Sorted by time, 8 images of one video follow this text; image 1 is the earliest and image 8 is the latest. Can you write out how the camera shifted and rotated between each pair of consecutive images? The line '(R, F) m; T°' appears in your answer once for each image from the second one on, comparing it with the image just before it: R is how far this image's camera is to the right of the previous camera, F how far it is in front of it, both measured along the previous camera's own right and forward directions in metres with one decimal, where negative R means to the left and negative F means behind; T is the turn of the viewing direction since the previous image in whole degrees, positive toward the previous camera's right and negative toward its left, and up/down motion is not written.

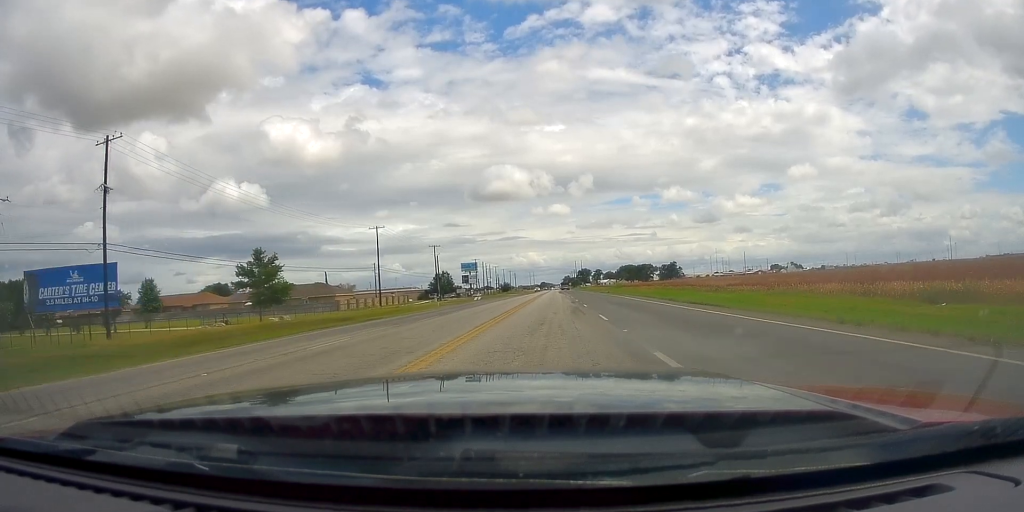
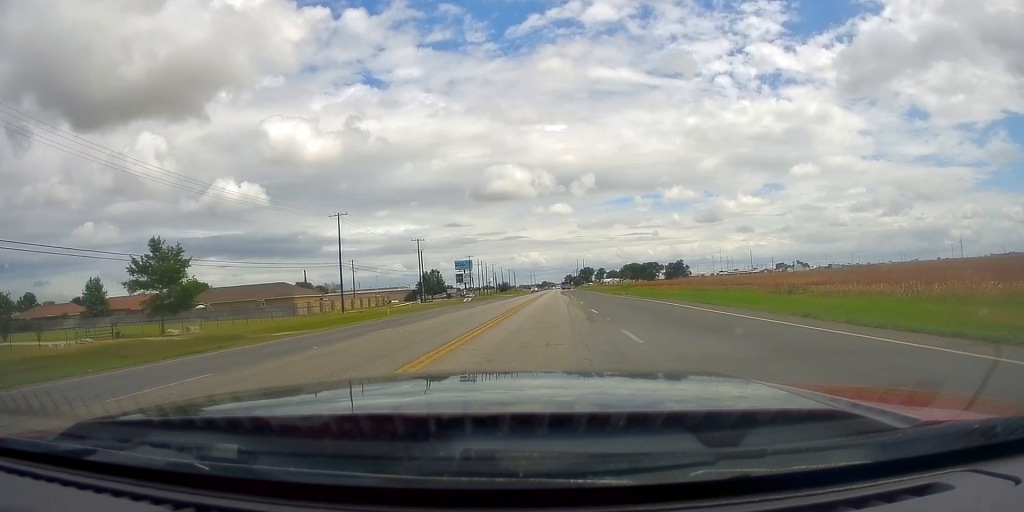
(0.0, +19.0) m; 0°
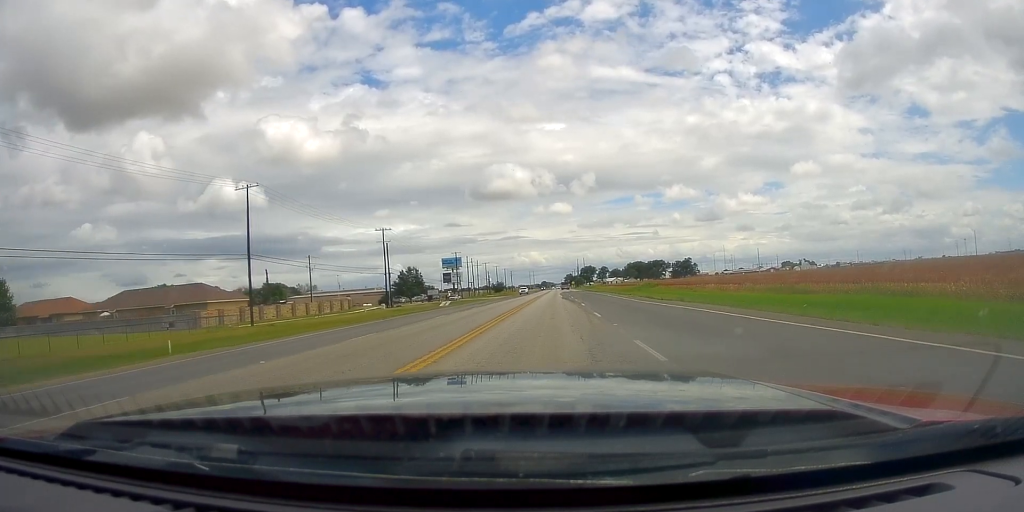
(0.0, +25.8) m; 0°
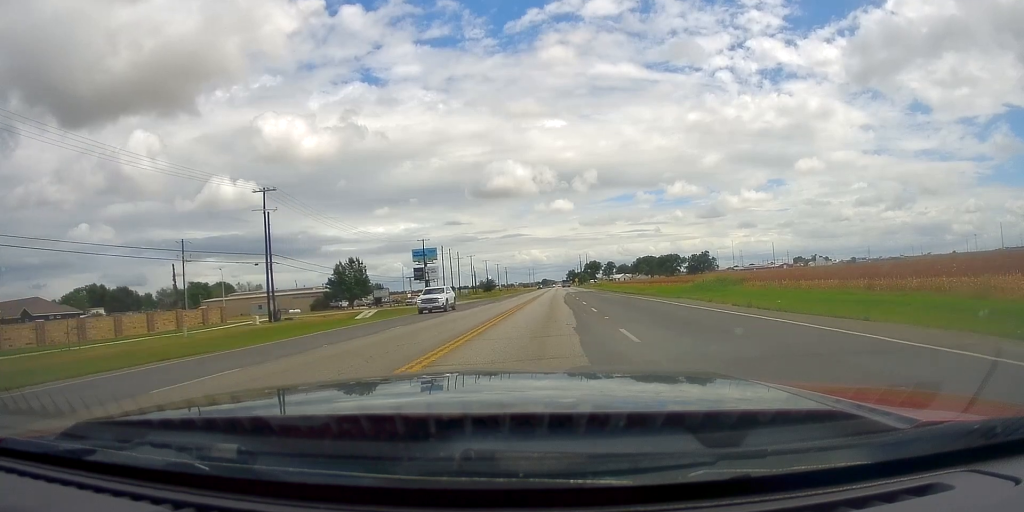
(0.0, +42.1) m; 0°
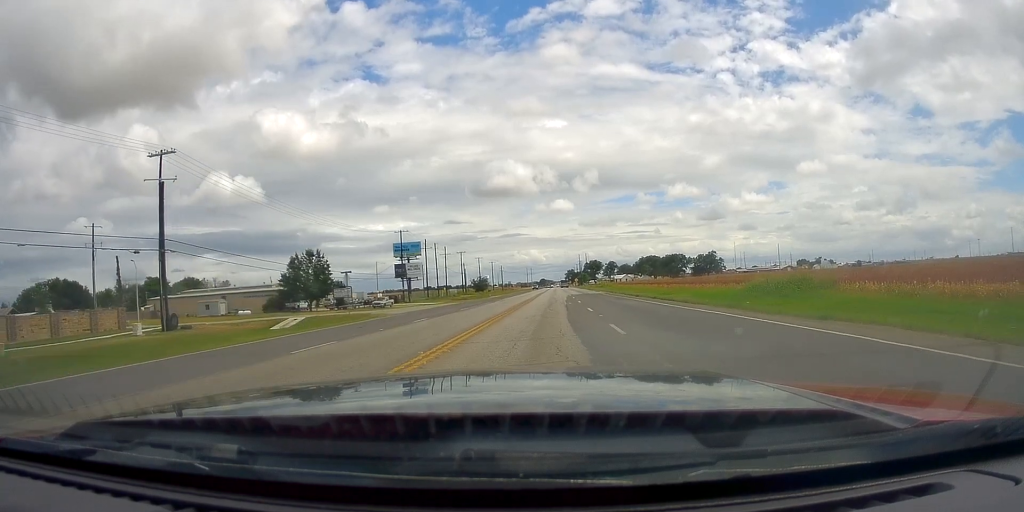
(0.0, +16.8) m; 0°
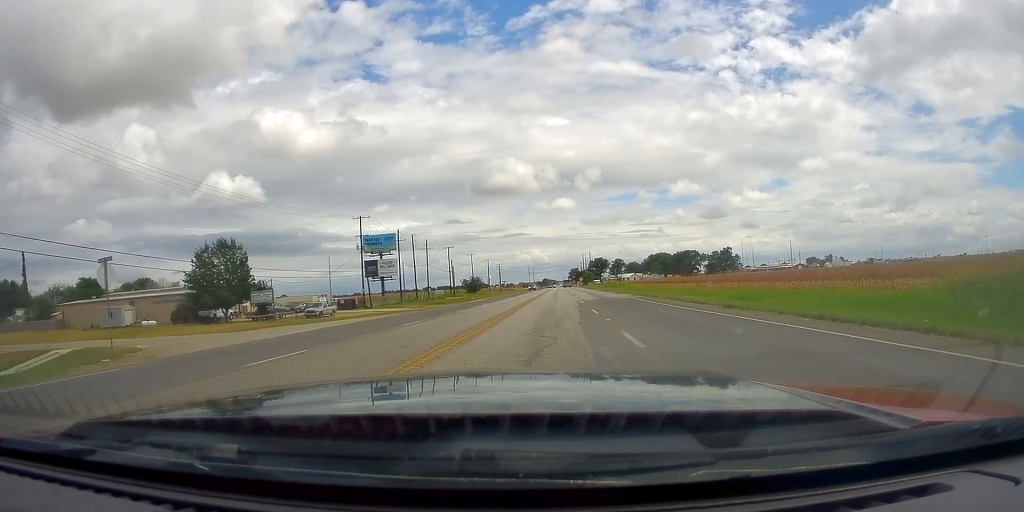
(0.0, +26.3) m; 0°
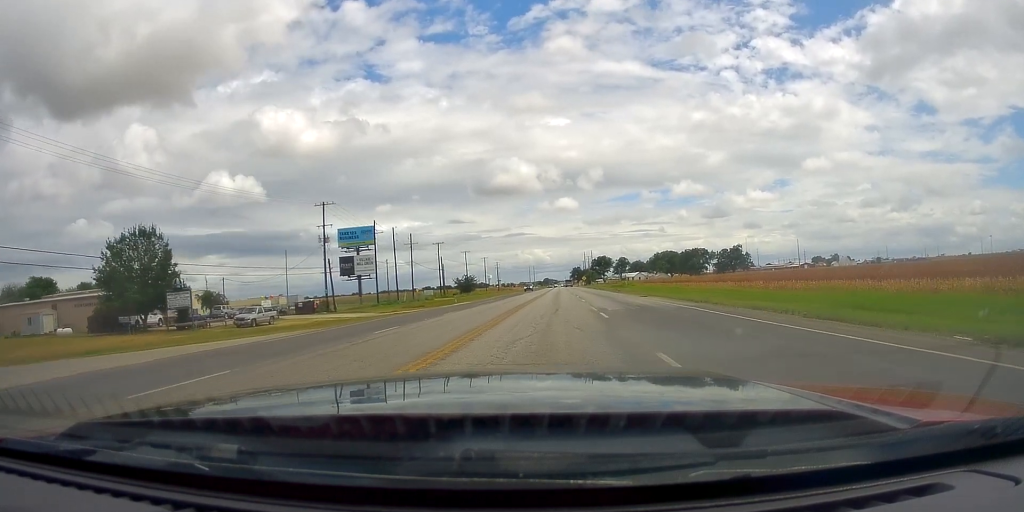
(0.0, +14.0) m; 0°
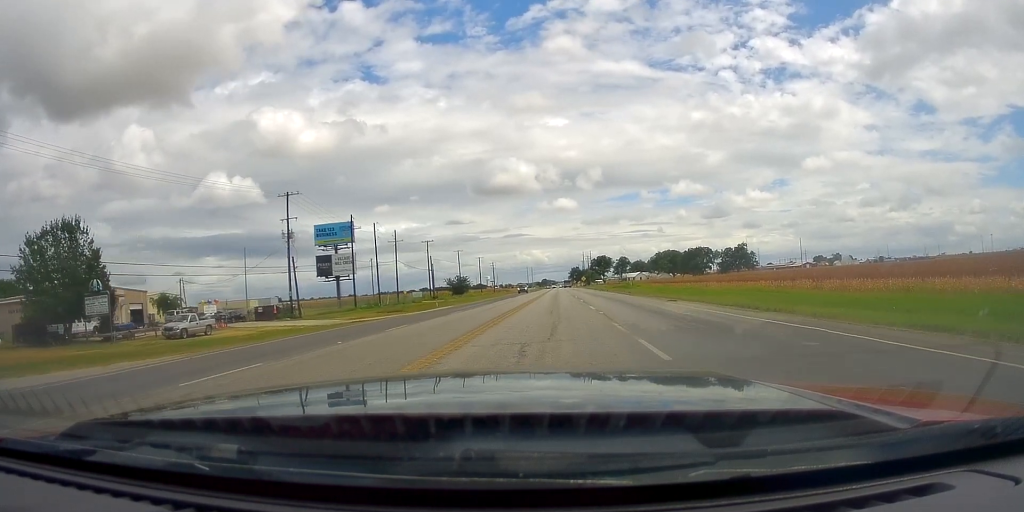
(0.0, +9.3) m; 0°
